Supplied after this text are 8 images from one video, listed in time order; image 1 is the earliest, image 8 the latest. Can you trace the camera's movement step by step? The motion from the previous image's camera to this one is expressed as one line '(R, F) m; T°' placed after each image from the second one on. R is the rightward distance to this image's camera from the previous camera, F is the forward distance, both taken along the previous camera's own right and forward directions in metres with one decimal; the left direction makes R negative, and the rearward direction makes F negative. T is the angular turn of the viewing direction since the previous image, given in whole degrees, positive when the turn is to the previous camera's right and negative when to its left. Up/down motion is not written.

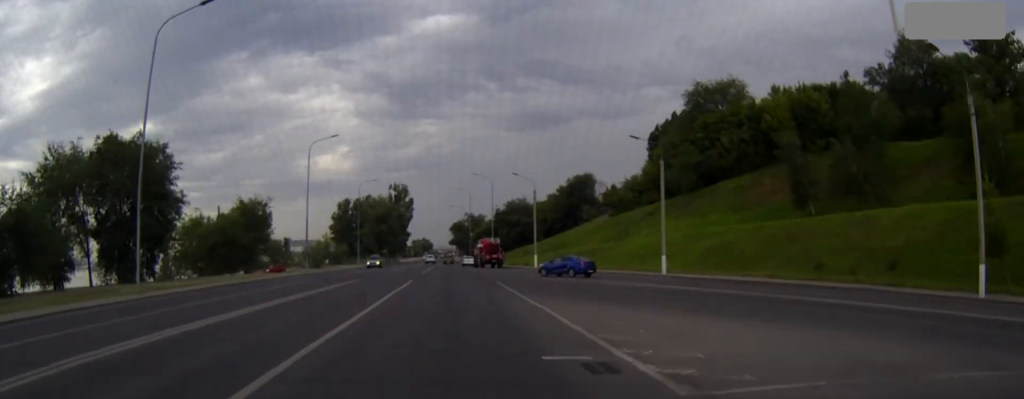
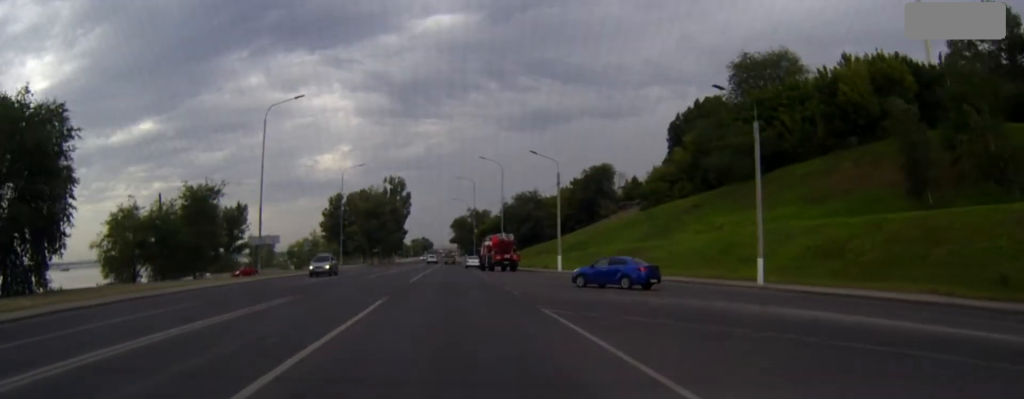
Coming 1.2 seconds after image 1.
(0.0, +17.5) m; 0°
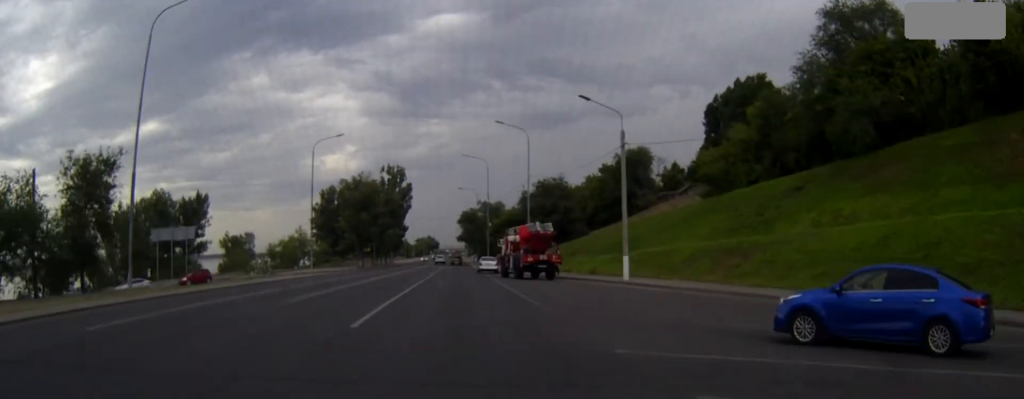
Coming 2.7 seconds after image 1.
(0.0, +22.8) m; 0°
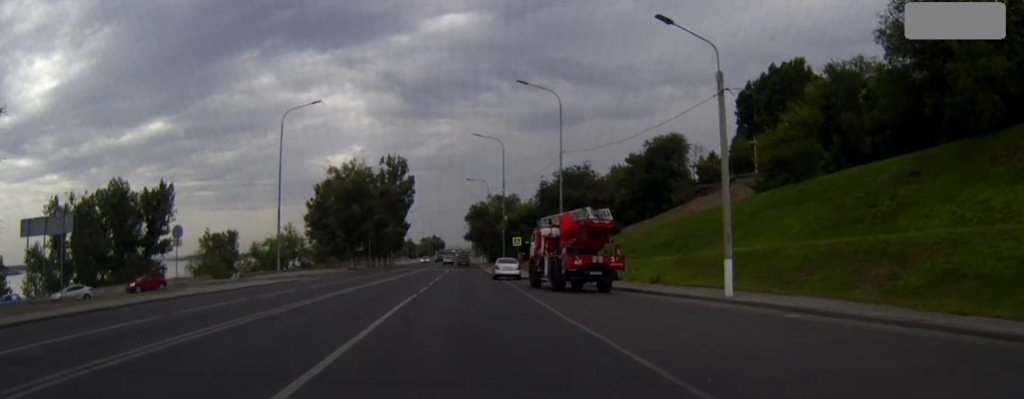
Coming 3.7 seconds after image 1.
(-0.1, +15.3) m; 0°
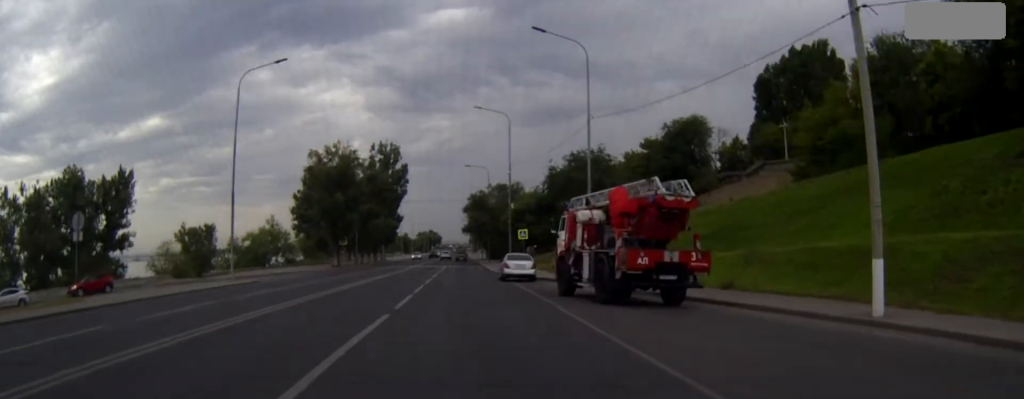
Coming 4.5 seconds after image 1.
(0.0, +10.8) m; 0°
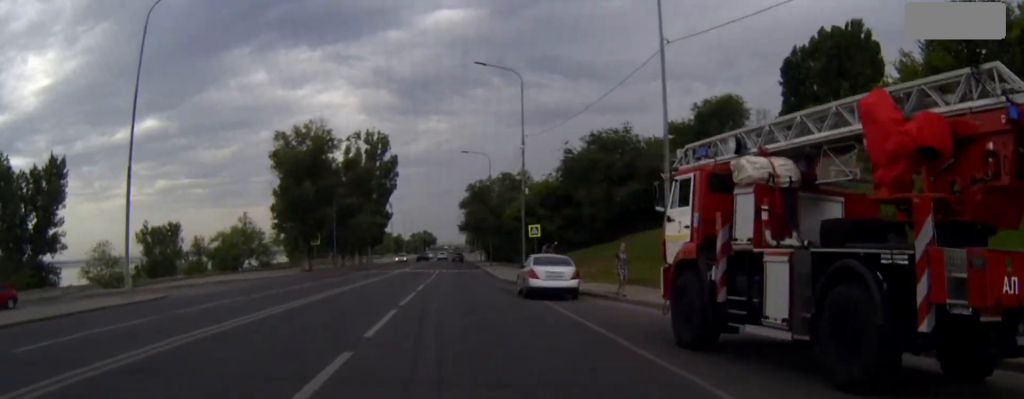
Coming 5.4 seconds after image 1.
(0.0, +14.1) m; 0°
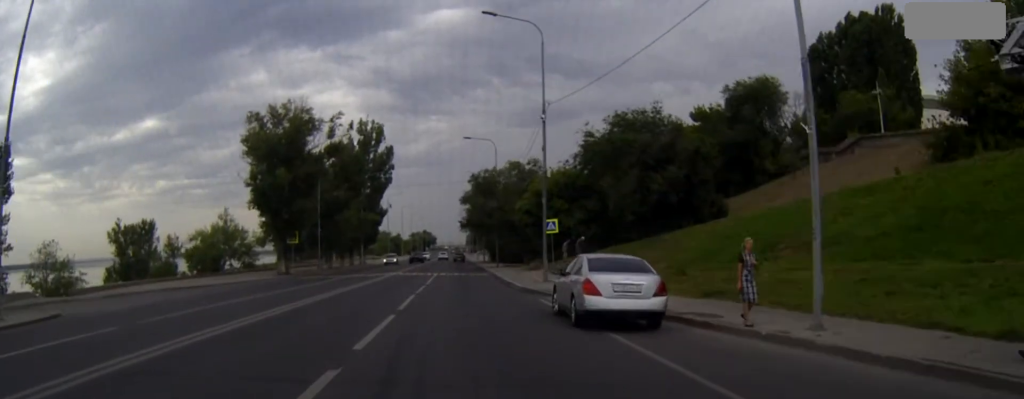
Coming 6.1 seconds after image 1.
(0.0, +9.6) m; 0°
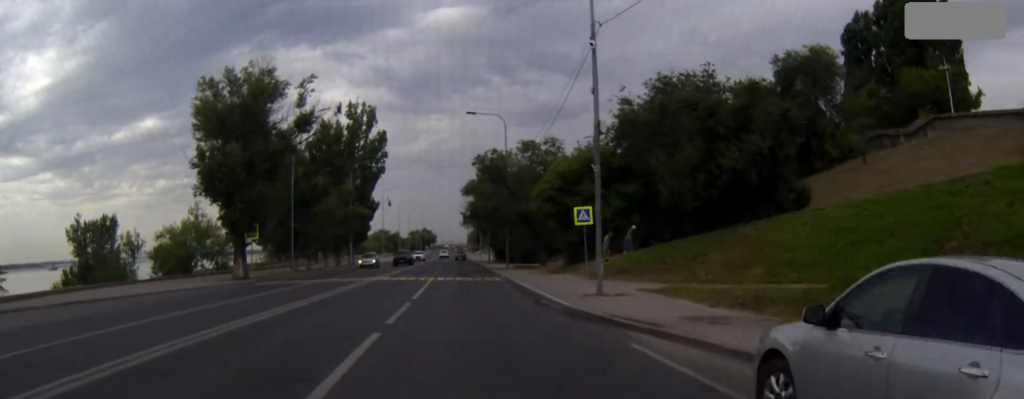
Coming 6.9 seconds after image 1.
(0.0, +12.0) m; 0°
